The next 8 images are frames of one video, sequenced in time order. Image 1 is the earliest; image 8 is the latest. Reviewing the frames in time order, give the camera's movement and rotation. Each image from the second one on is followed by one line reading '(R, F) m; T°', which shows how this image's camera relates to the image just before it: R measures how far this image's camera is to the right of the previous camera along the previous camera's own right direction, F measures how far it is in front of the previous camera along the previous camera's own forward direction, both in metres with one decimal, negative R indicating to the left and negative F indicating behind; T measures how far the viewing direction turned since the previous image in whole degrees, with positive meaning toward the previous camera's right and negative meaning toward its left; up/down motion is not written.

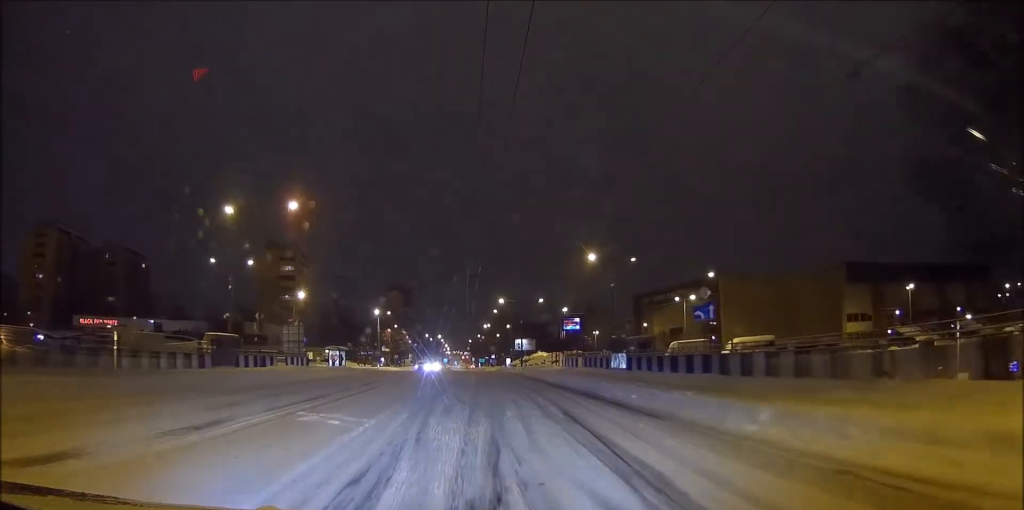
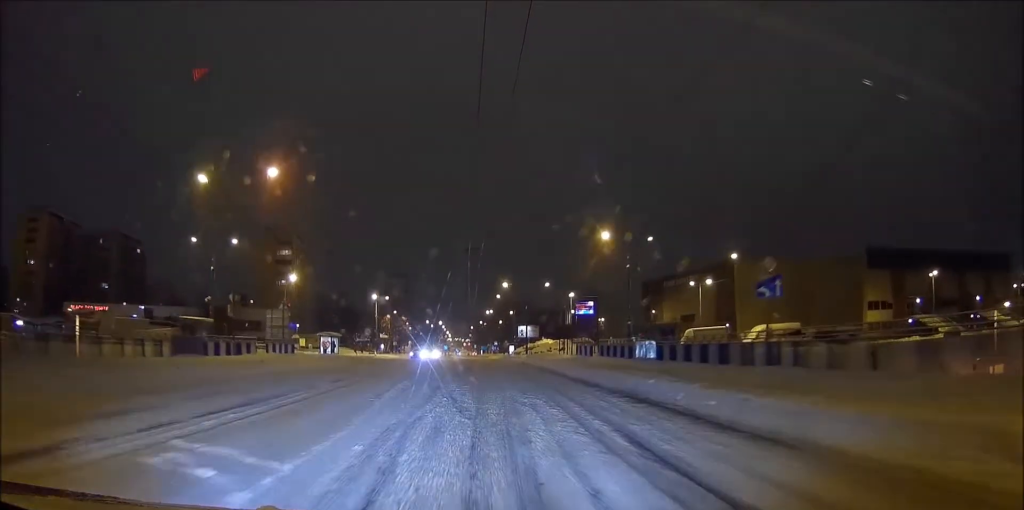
(0.0, +5.6) m; 0°
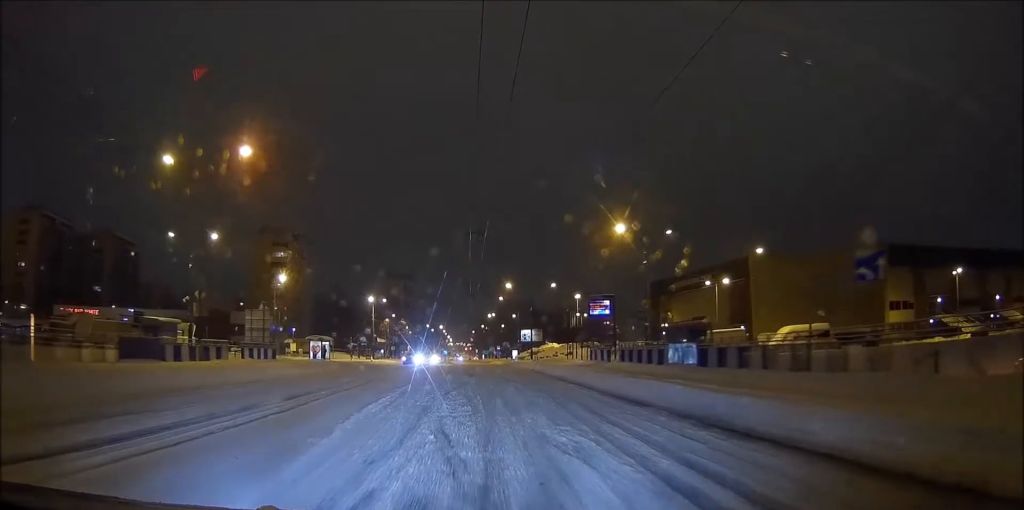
(0.0, +5.3) m; 0°
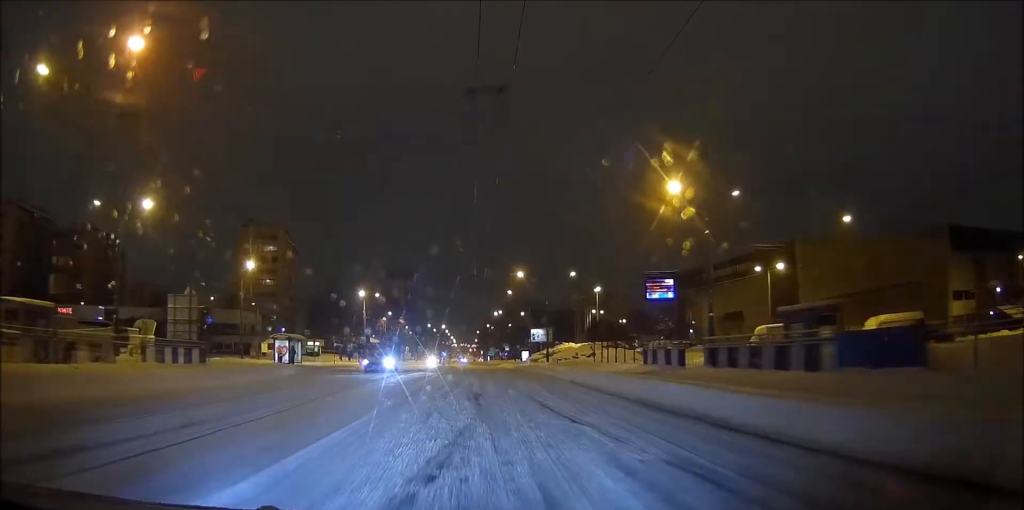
(-0.1, +12.9) m; 0°
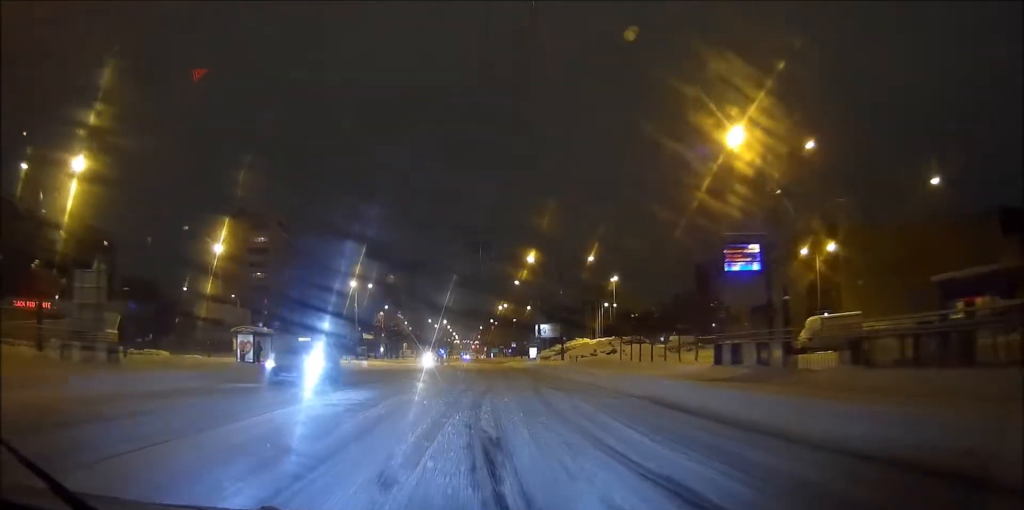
(0.0, +9.6) m; 0°
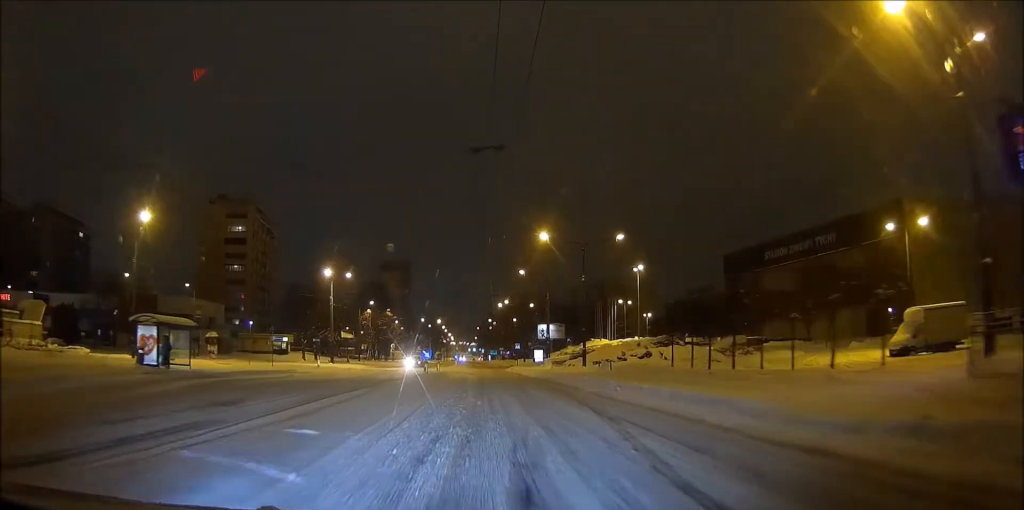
(0.0, +14.8) m; 0°
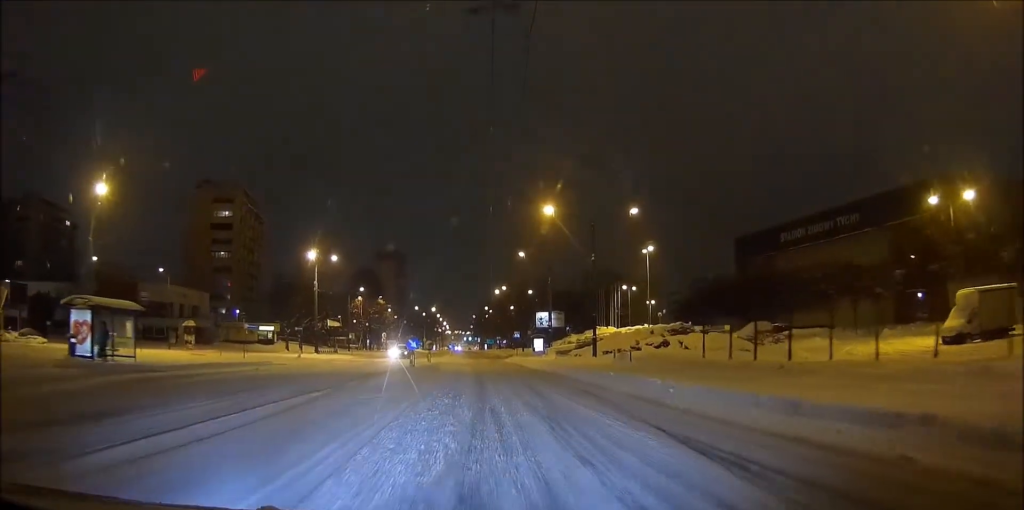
(0.0, +6.2) m; 0°
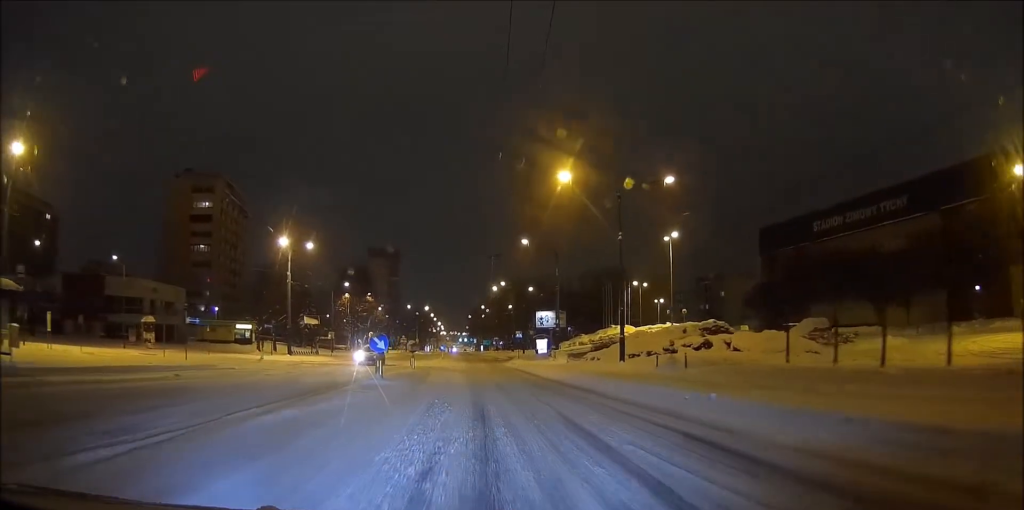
(+0.1, +10.2) m; +1°
